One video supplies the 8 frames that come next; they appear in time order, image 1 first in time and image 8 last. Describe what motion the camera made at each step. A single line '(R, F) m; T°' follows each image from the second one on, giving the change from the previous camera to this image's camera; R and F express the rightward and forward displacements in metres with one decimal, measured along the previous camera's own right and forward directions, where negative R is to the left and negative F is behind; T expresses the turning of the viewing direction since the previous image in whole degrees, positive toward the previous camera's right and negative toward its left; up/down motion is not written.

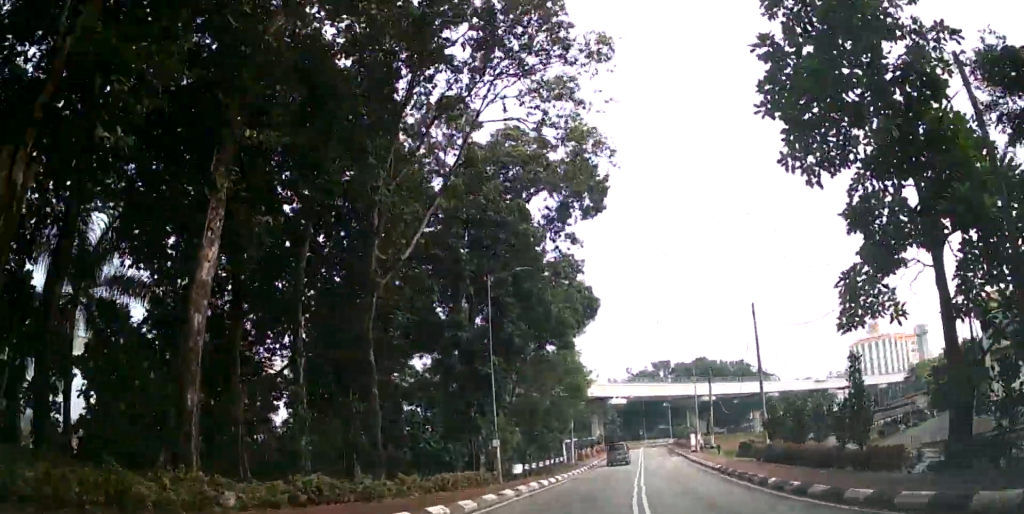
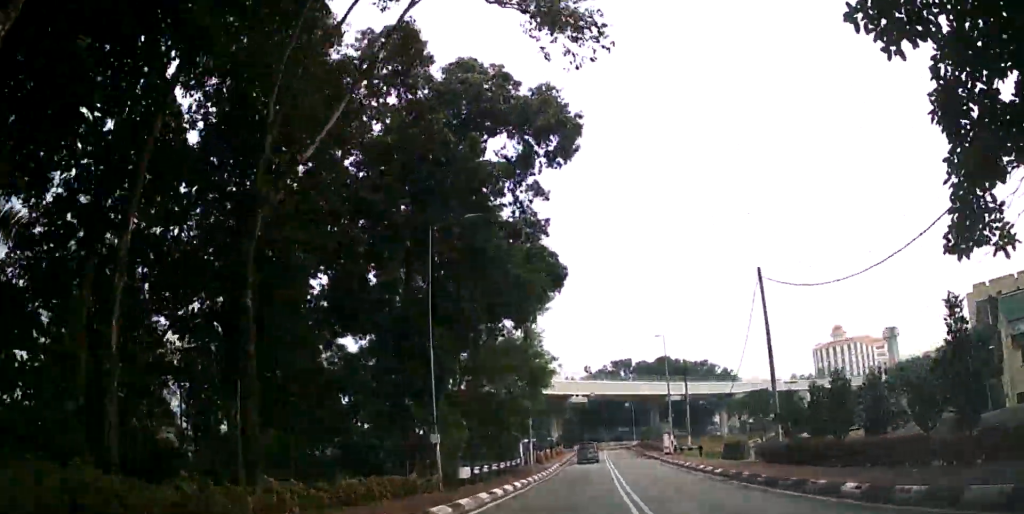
(+0.3, +6.3) m; +10°
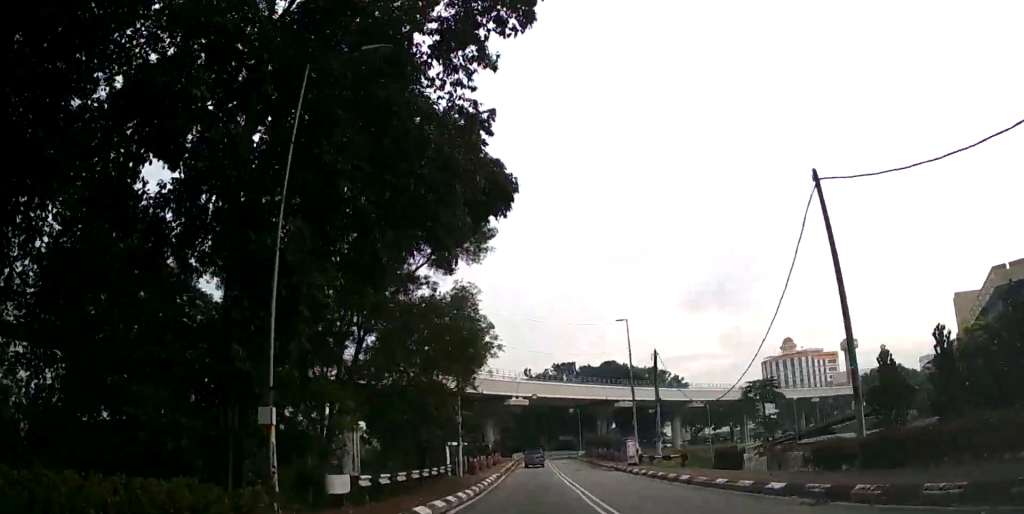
(+1.4, +10.5) m; +8°
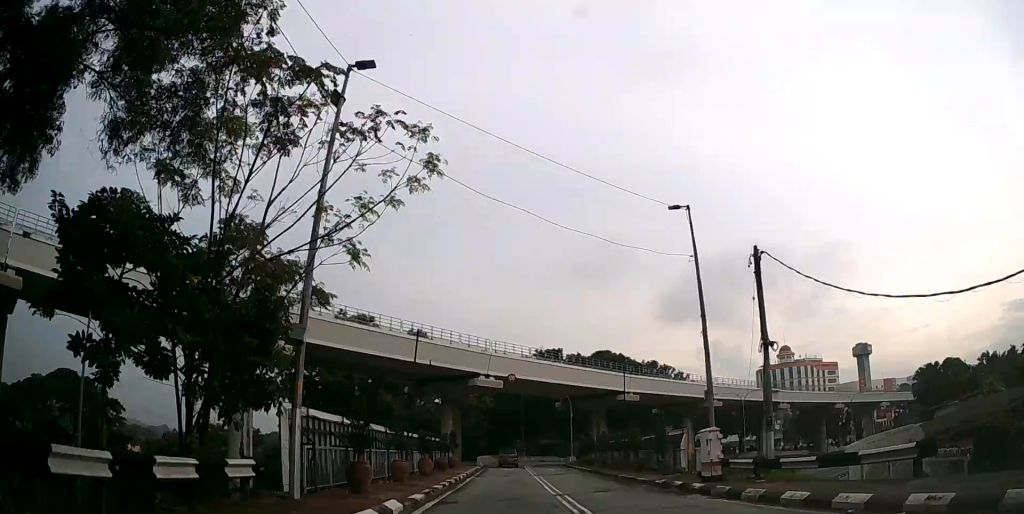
(+0.4, +19.3) m; +1°
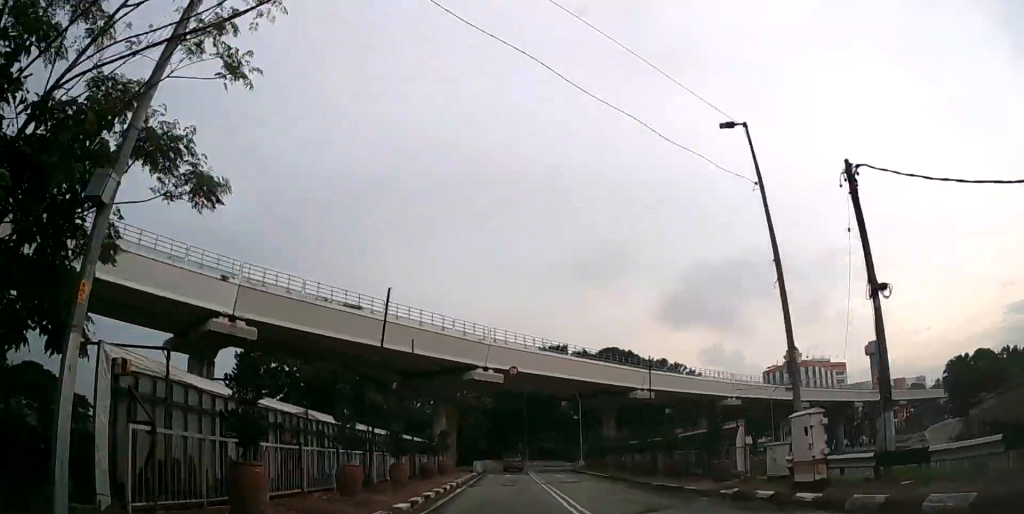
(0.0, +6.1) m; -1°
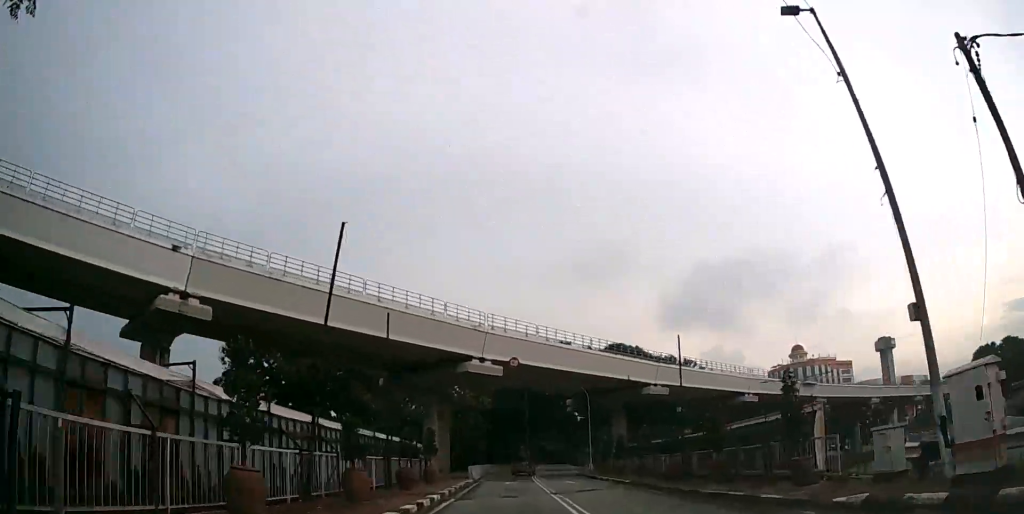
(0.0, +5.3) m; -1°
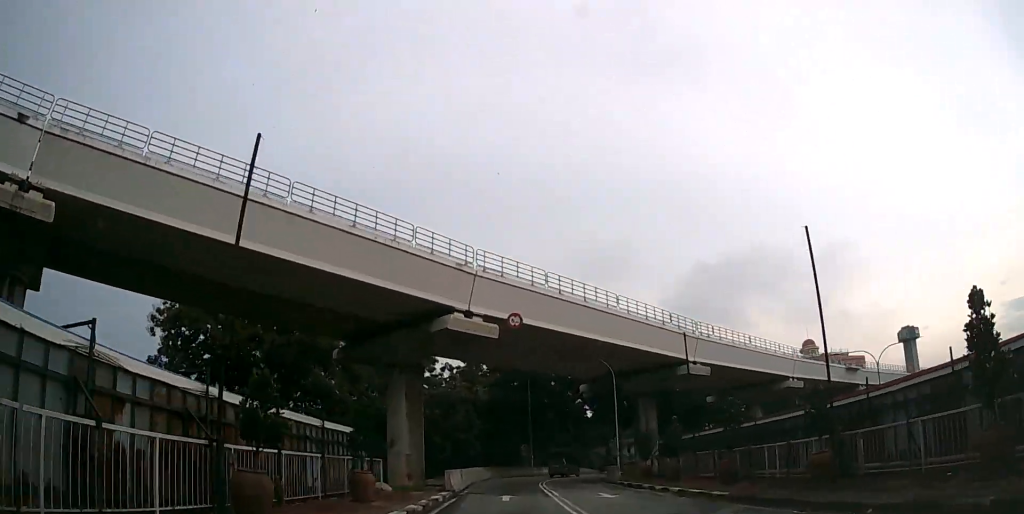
(-0.1, +11.6) m; -1°
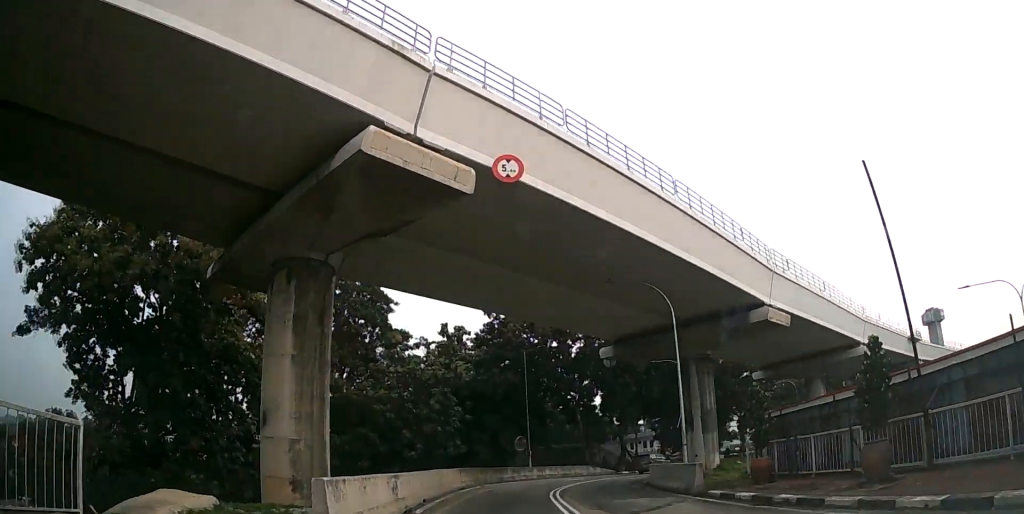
(+0.1, +14.2) m; +1°
